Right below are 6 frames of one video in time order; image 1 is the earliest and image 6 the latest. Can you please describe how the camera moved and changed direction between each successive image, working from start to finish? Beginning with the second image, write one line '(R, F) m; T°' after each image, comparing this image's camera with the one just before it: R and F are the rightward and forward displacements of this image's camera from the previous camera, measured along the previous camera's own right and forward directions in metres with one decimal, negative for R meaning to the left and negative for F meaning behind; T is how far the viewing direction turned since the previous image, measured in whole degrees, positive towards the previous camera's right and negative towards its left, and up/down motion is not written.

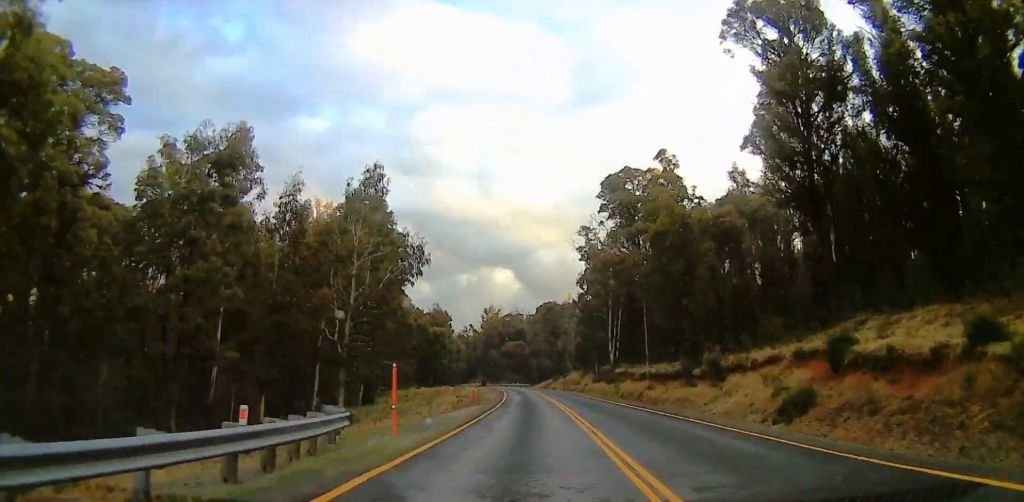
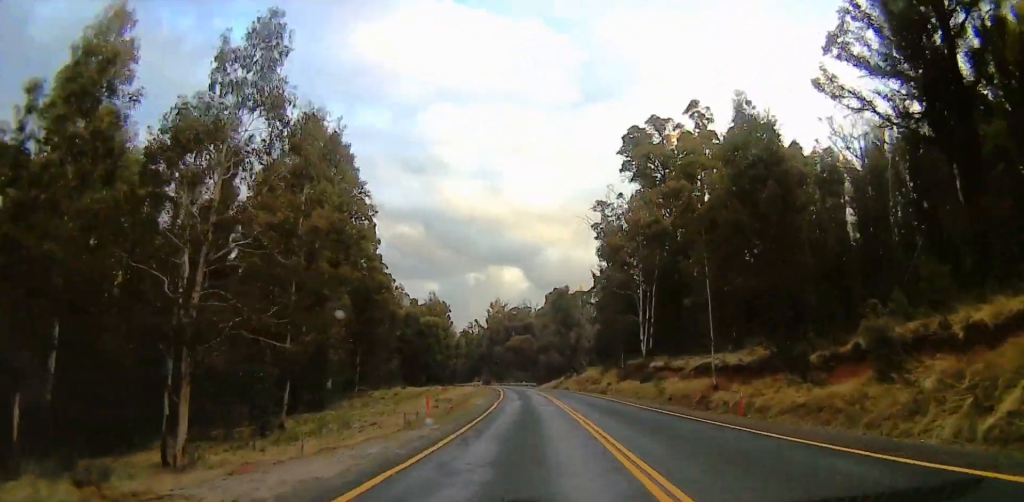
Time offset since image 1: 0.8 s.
(0.0, +22.0) m; 0°
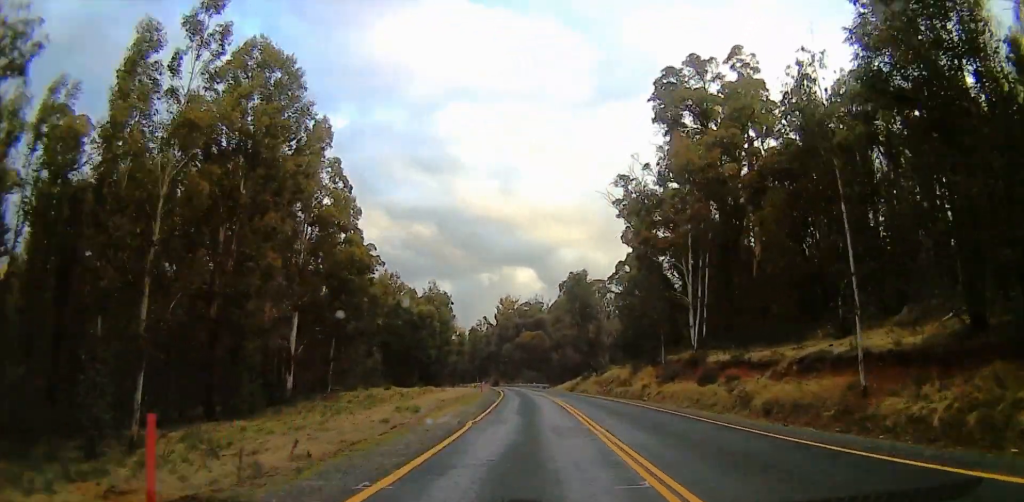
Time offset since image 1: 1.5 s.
(+0.1, +19.3) m; -2°
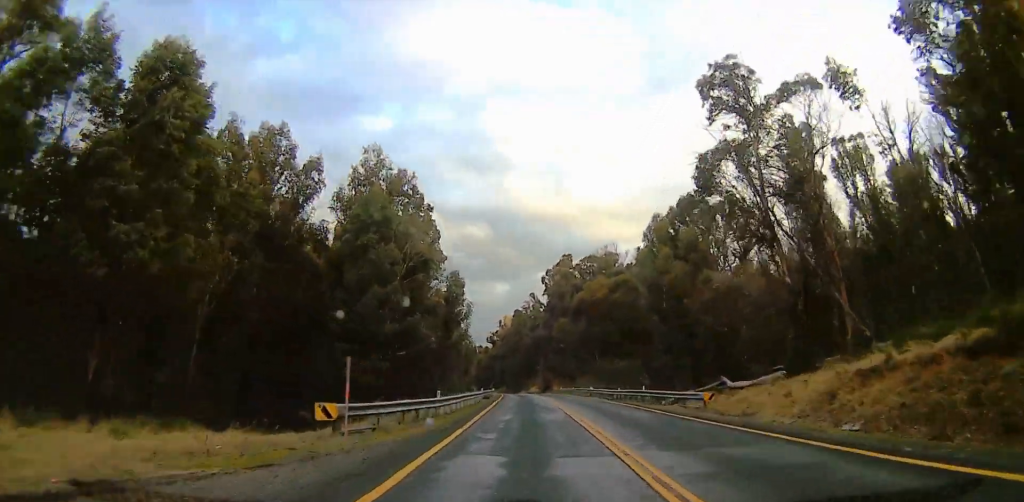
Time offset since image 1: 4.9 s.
(+0.4, +86.3) m; -1°
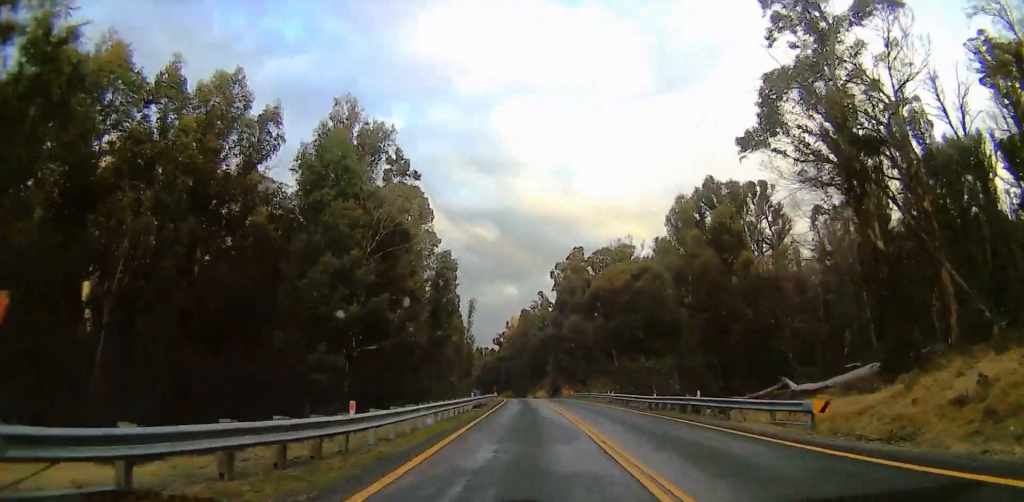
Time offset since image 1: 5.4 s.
(-0.5, +11.9) m; -1°
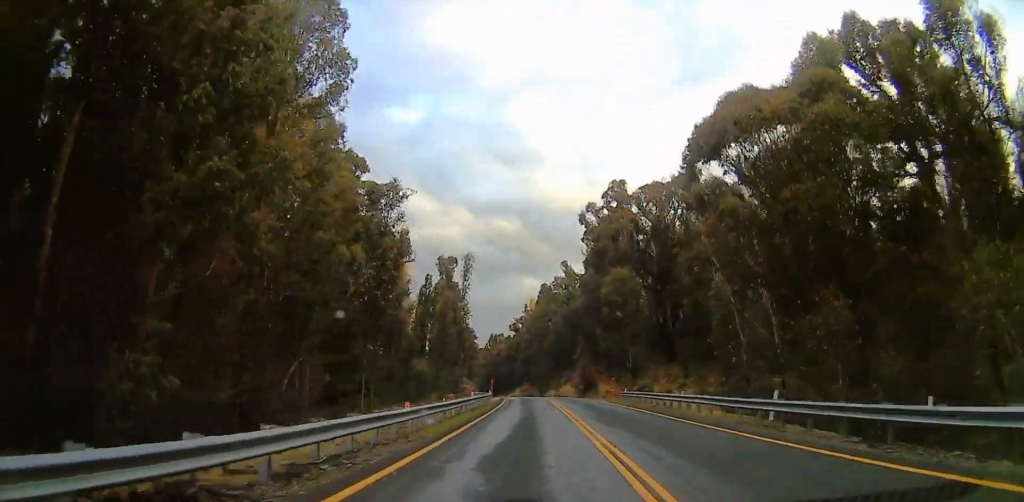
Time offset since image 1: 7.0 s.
(-0.8, +39.1) m; -3°
